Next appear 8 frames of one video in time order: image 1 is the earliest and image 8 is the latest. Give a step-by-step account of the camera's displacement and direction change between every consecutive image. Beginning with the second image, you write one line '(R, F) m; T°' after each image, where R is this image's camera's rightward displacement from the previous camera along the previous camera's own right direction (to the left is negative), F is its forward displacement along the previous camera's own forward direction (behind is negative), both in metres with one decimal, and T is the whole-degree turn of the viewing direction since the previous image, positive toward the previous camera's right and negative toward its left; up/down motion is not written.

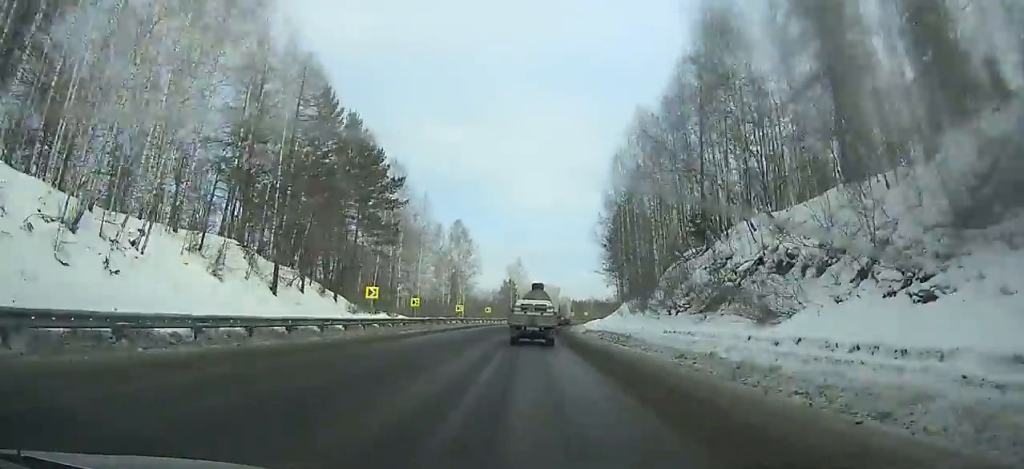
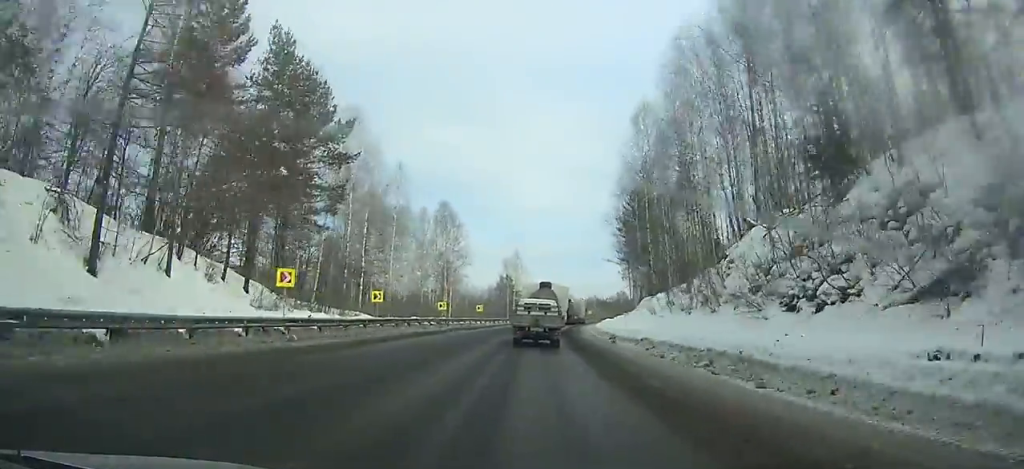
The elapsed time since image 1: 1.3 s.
(0.0, +15.8) m; +1°
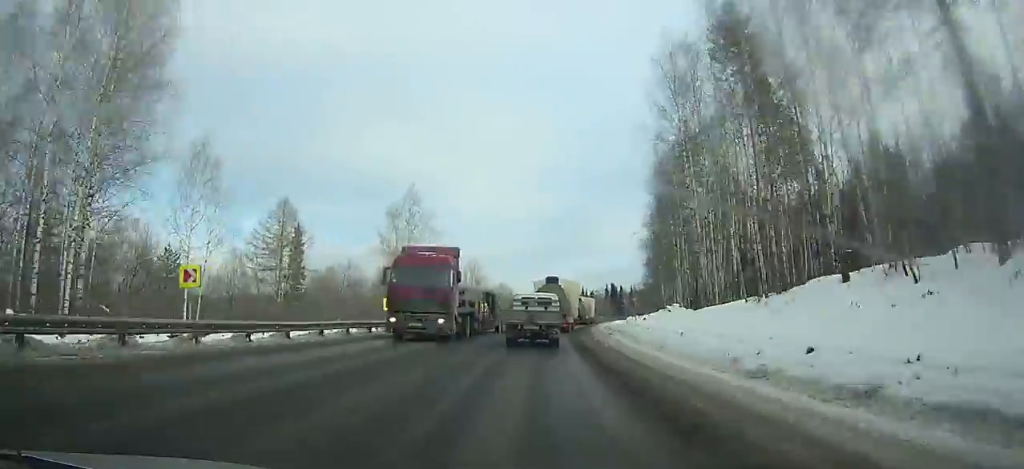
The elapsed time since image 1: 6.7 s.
(+4.4, +64.2) m; +9°
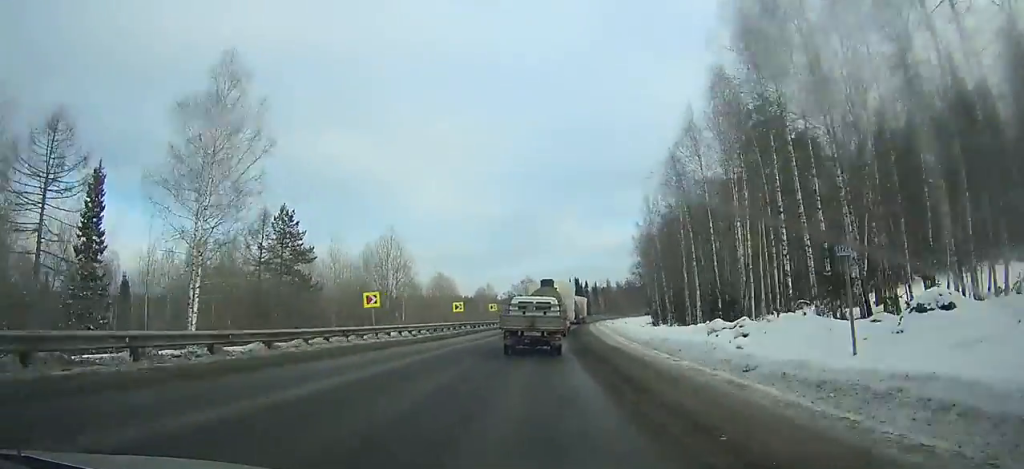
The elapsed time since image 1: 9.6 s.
(+1.6, +34.4) m; +5°
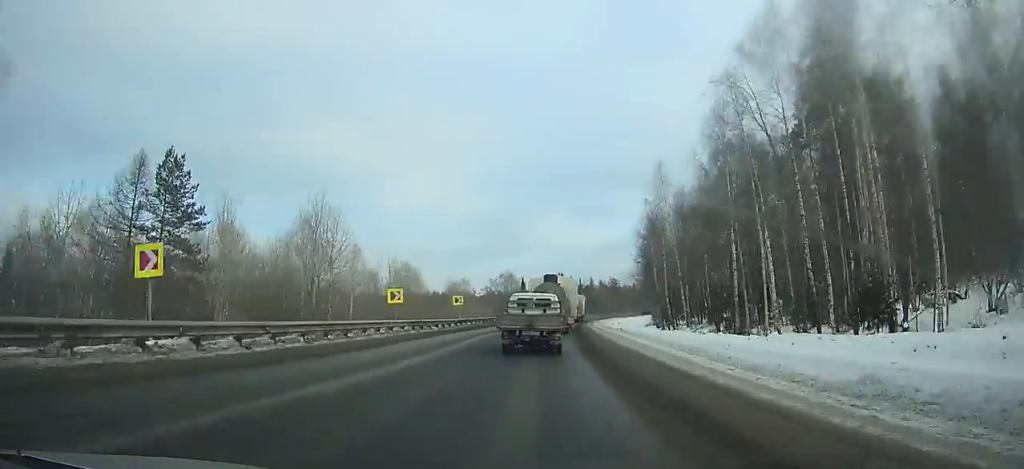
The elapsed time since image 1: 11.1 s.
(+0.2, +17.8) m; +2°
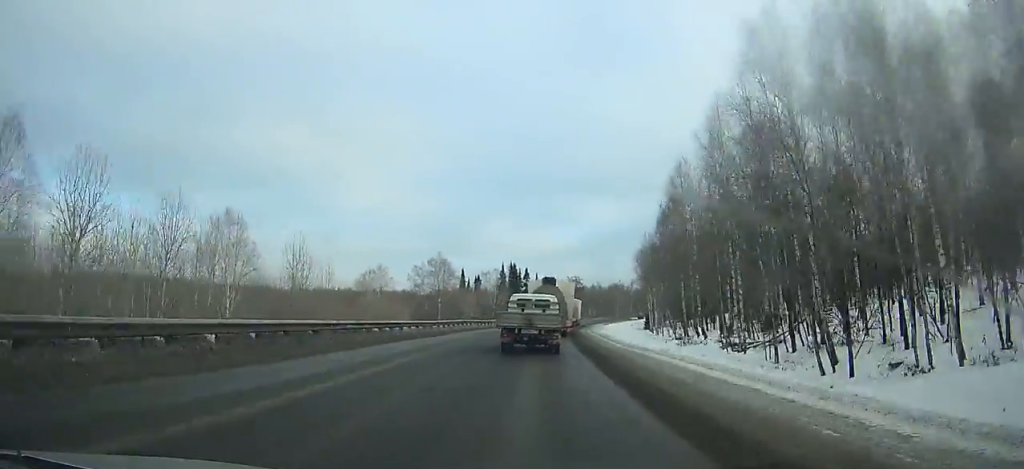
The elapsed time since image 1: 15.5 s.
(+2.3, +51.0) m; +4°
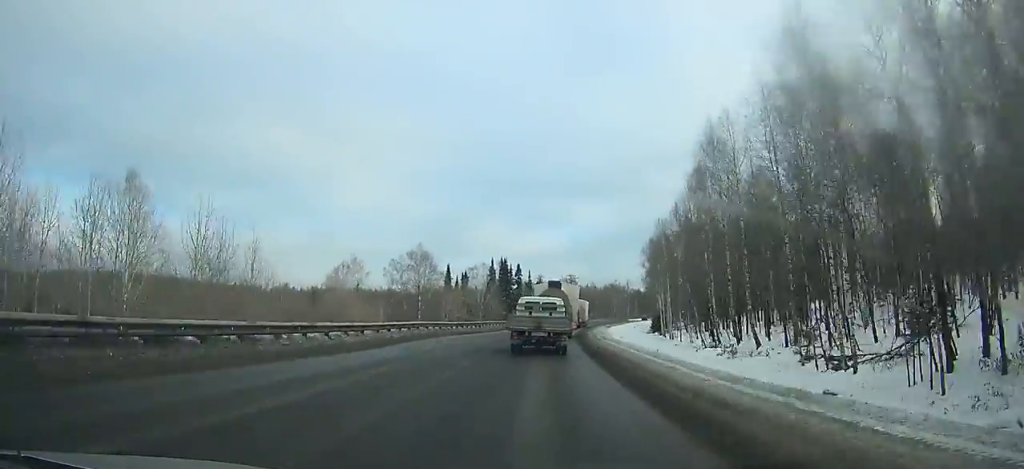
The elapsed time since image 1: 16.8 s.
(+0.2, +14.8) m; 0°
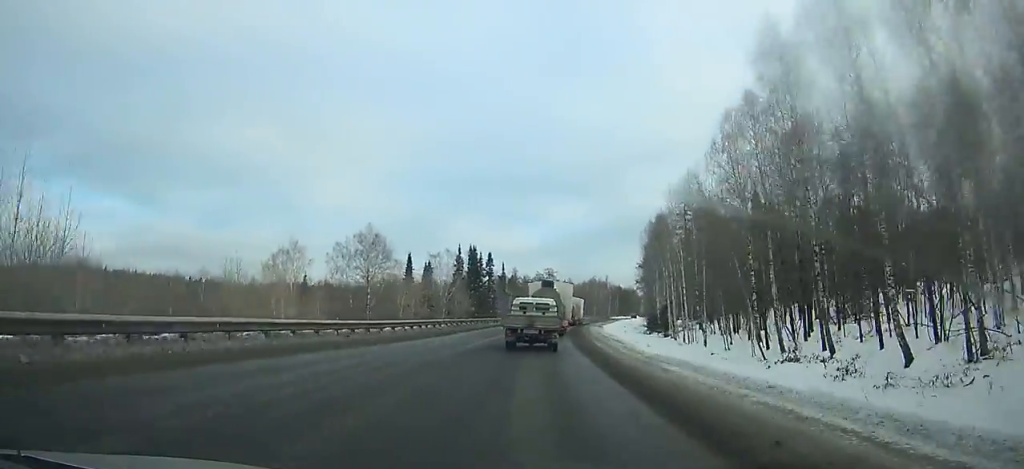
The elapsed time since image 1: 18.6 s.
(+0.1, +20.3) m; +1°
